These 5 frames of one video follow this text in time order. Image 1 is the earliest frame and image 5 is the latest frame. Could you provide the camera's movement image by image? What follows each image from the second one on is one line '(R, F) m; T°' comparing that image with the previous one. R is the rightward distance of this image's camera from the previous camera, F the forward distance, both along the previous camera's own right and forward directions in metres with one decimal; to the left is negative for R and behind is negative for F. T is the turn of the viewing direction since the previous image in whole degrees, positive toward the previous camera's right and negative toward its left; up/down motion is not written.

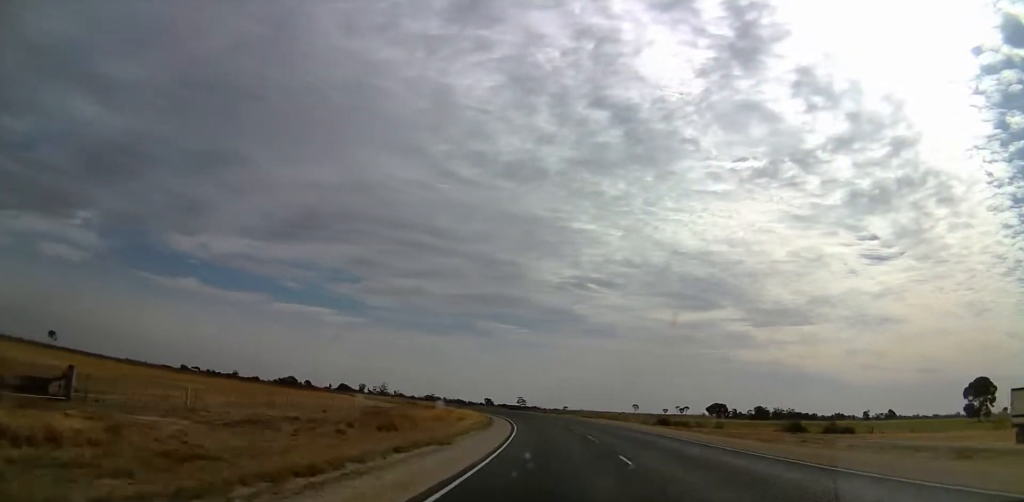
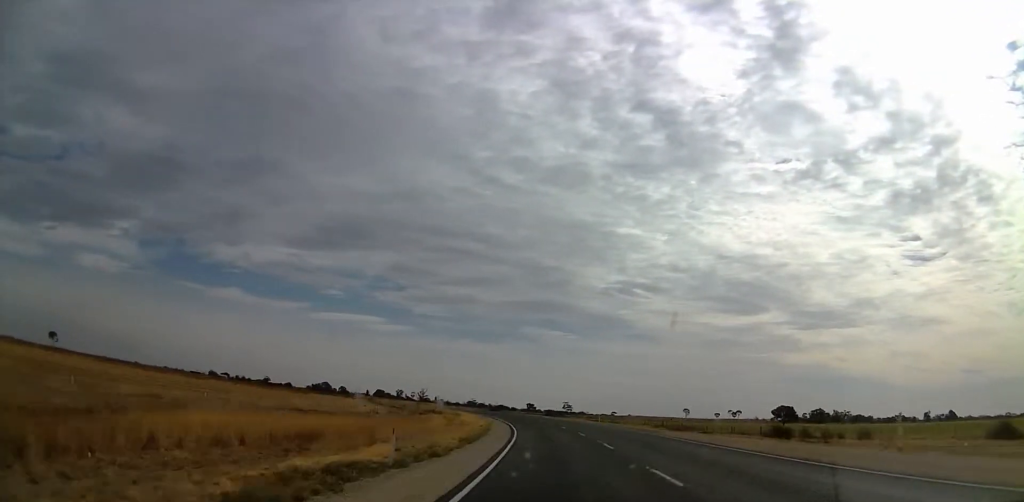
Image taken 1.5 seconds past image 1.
(-1.0, +39.7) m; -4°
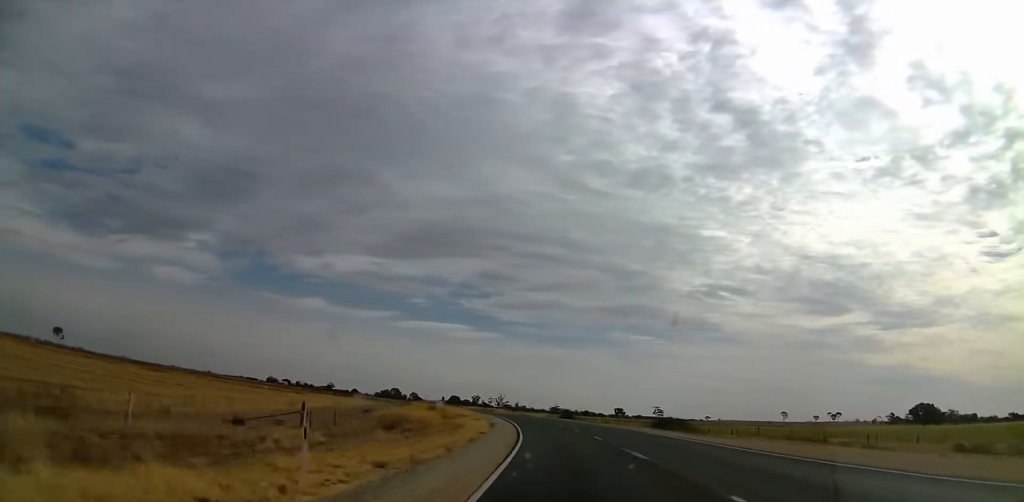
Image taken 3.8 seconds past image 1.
(-8.2, +63.6) m; -9°
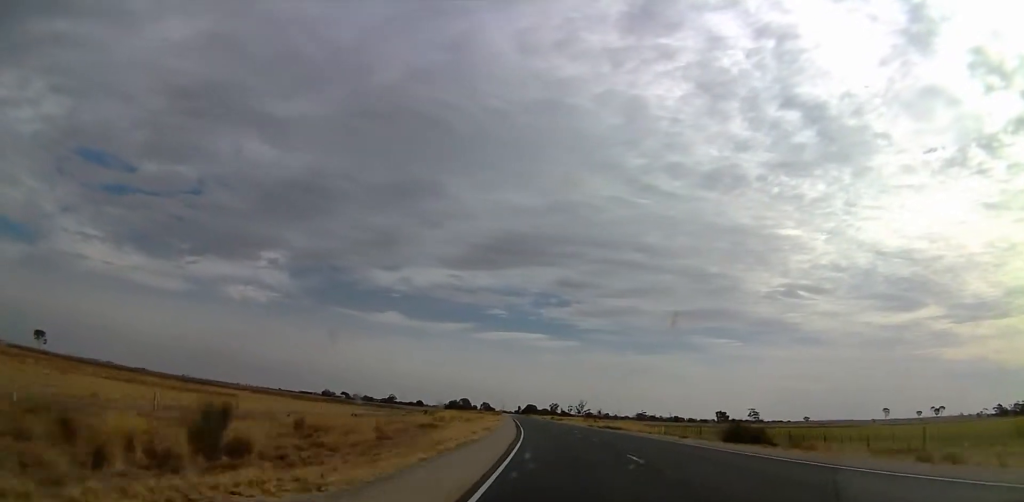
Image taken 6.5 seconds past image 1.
(-3.6, +70.2) m; -8°
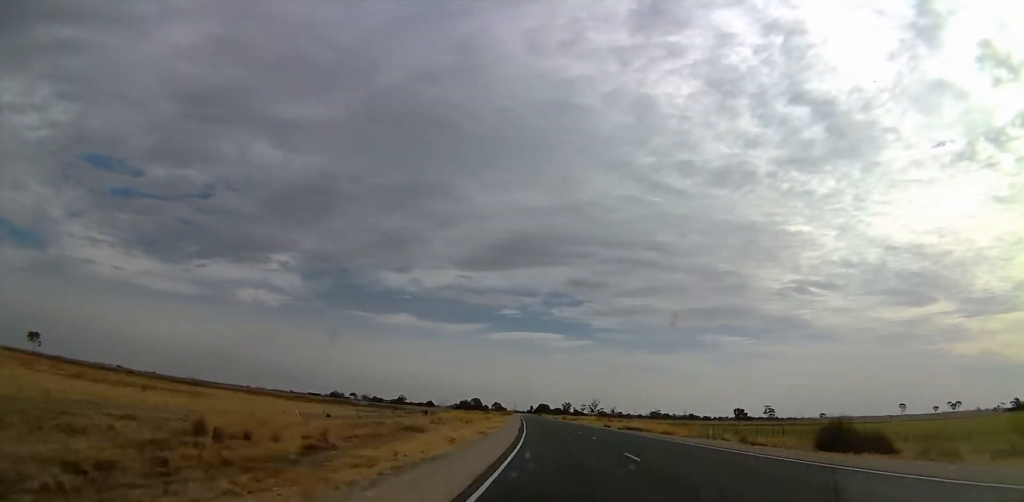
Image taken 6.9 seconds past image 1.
(-0.6, +11.6) m; -1°
